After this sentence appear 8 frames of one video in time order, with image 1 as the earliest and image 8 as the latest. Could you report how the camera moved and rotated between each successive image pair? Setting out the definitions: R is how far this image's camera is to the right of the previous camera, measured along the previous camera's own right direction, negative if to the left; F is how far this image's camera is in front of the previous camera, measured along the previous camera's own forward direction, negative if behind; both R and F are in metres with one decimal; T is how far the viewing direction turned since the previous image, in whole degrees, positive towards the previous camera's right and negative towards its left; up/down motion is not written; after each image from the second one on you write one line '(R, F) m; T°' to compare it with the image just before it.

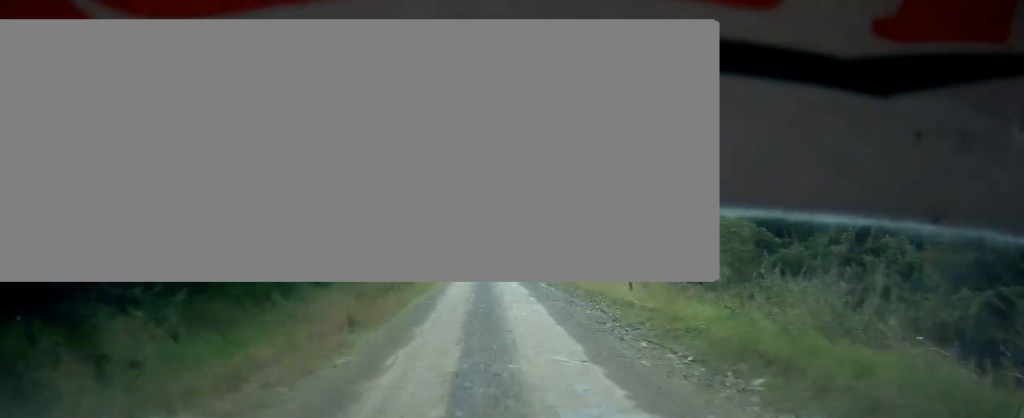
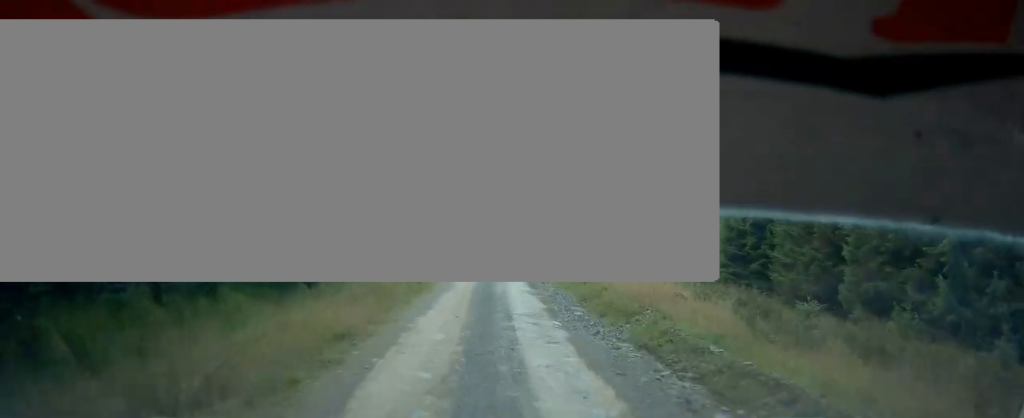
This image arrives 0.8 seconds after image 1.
(+0.4, +15.5) m; +1°
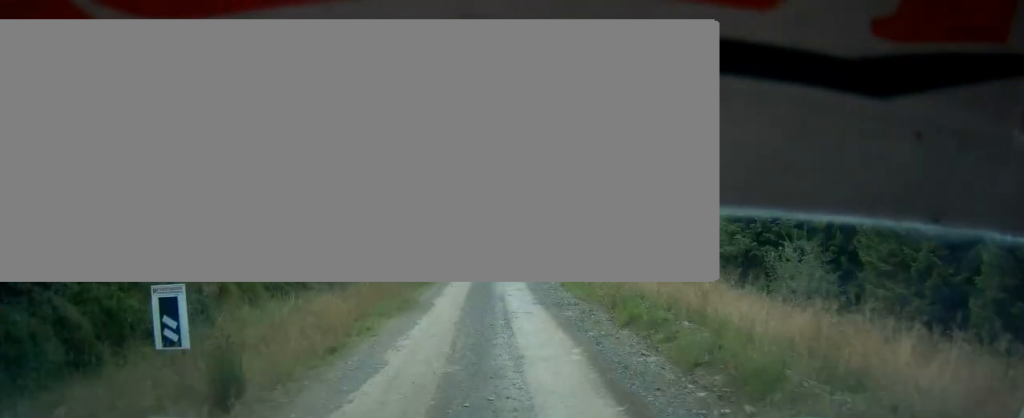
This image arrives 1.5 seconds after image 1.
(-0.1, +14.1) m; -1°
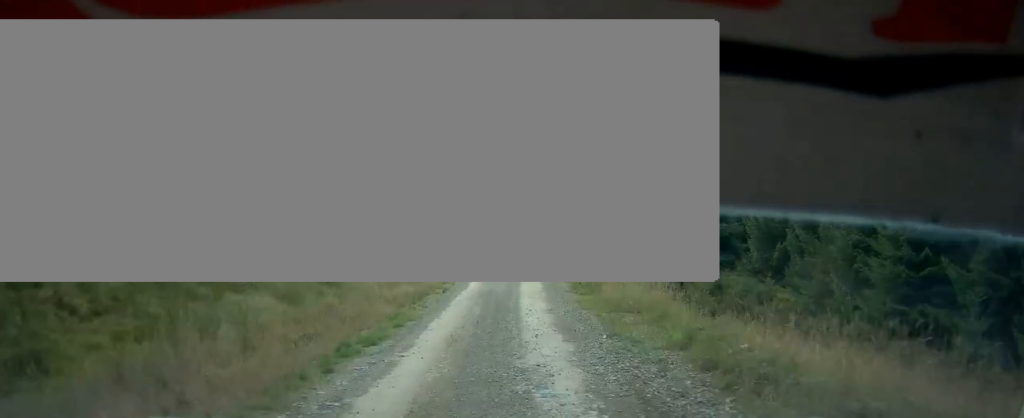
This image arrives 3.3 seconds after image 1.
(+0.3, +31.2) m; 0°
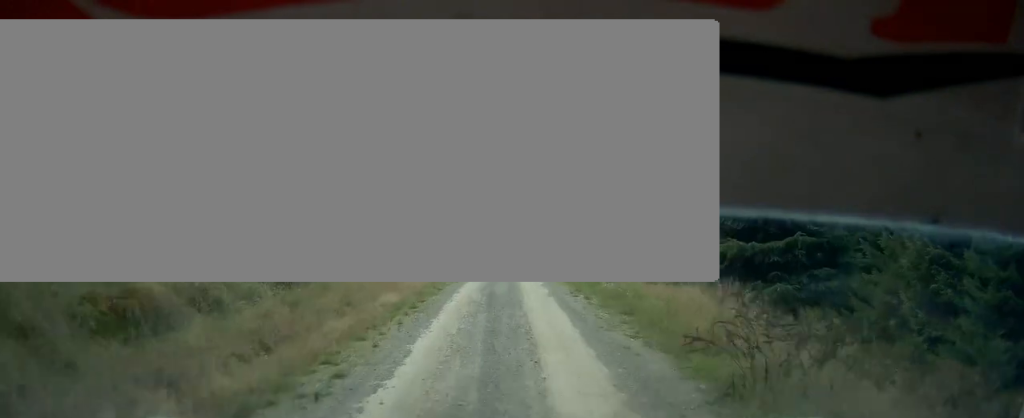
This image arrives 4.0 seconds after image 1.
(-0.2, +9.3) m; 0°
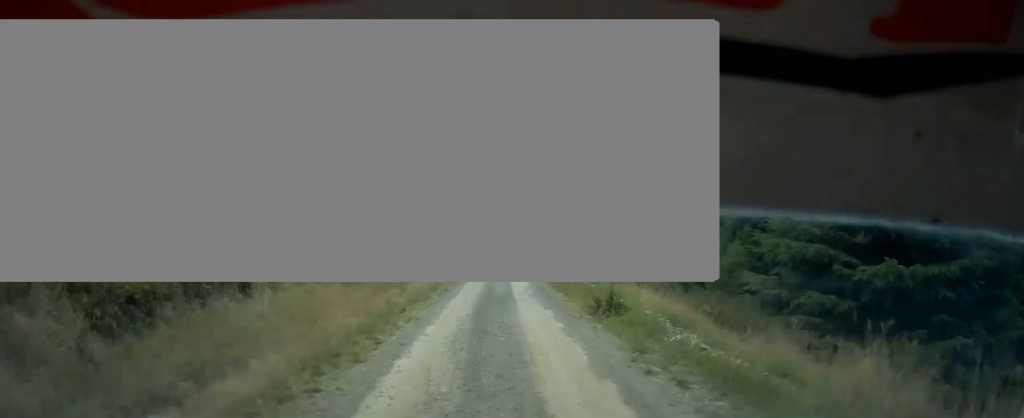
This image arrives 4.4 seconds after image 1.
(-0.3, +6.1) m; 0°
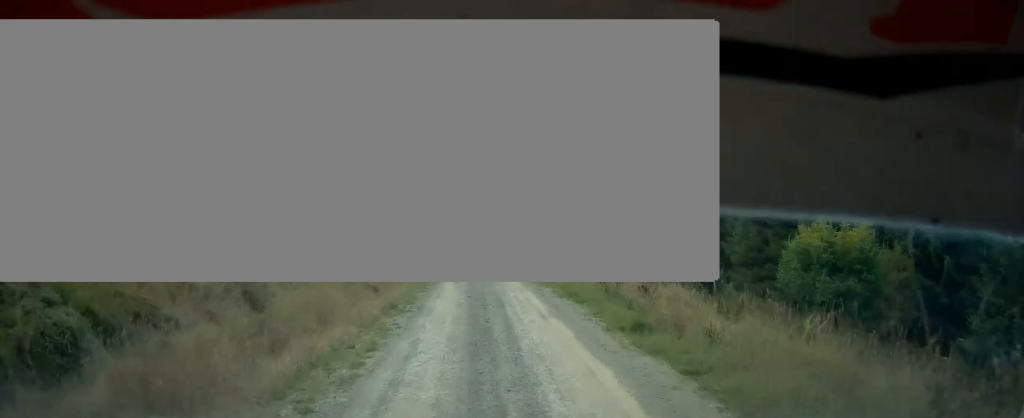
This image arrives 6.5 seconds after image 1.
(+2.1, +22.2) m; +6°
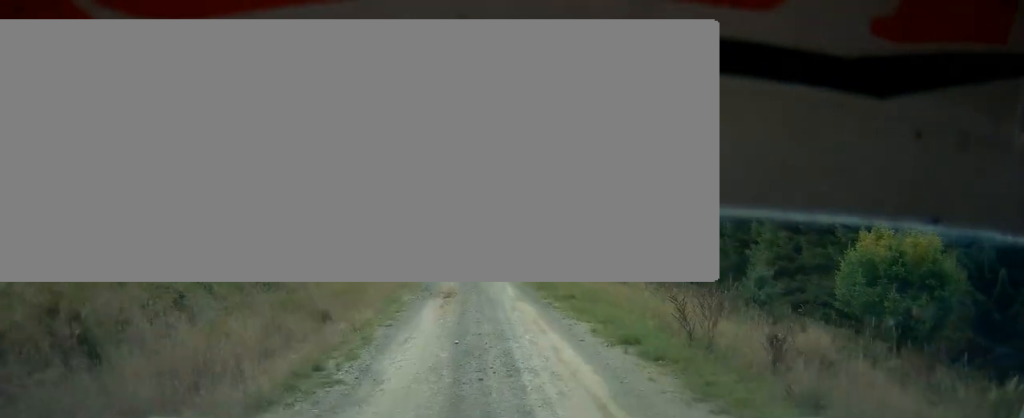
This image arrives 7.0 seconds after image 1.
(-0.2, +3.1) m; -3°
